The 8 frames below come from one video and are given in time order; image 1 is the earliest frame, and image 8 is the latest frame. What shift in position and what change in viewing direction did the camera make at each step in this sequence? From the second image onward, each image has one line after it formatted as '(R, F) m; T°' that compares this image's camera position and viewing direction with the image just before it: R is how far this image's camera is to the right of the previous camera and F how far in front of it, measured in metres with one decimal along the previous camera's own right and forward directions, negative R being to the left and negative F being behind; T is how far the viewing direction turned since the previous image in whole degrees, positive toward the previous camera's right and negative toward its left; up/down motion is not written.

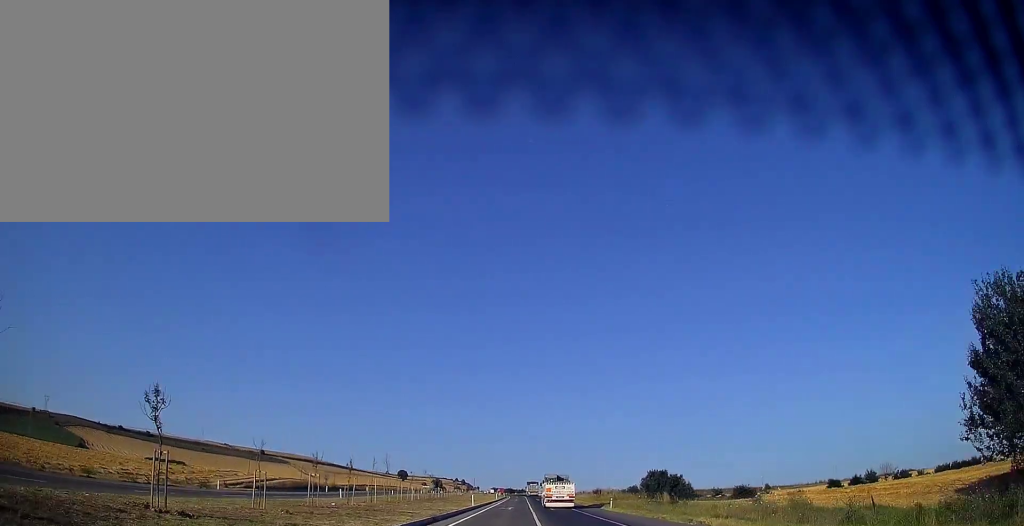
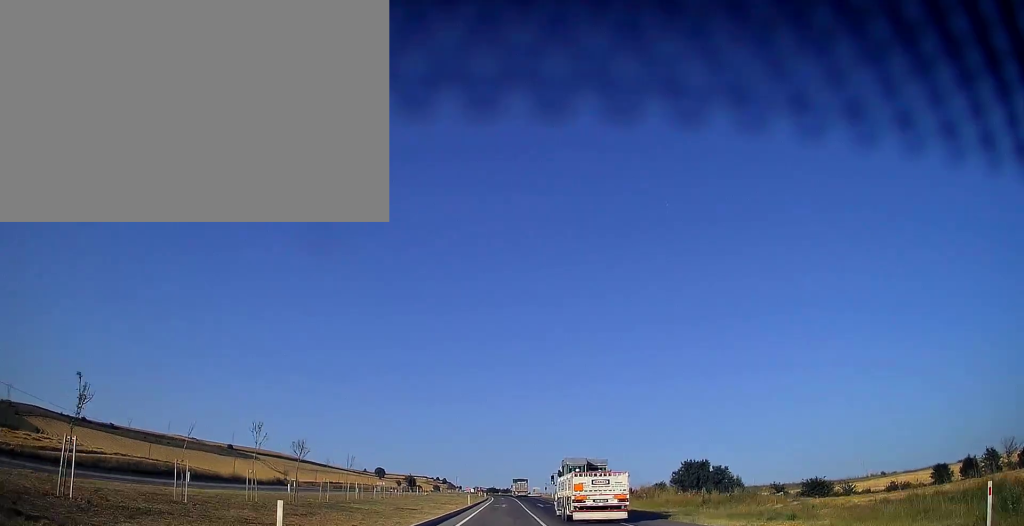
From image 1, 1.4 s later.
(+0.7, +42.1) m; +1°
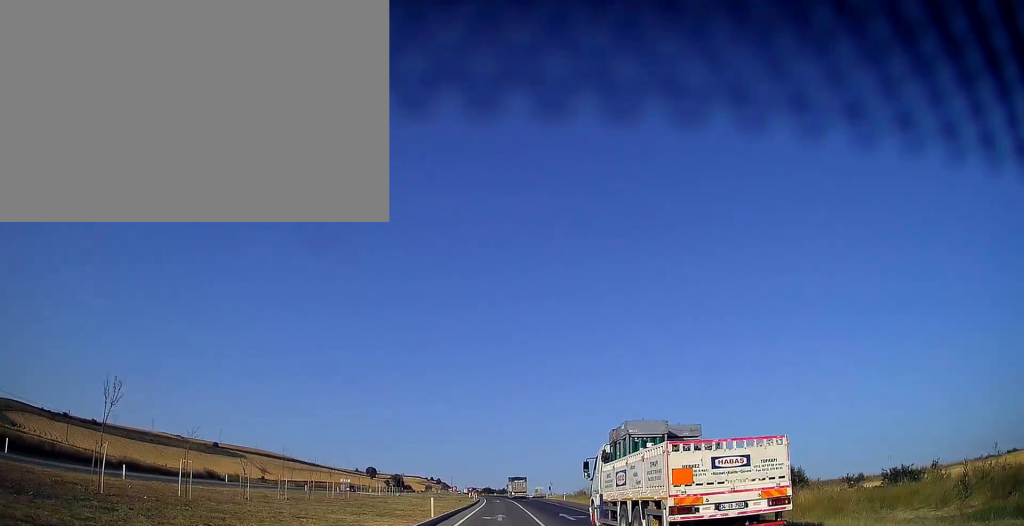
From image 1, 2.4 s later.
(+0.1, +27.4) m; 0°
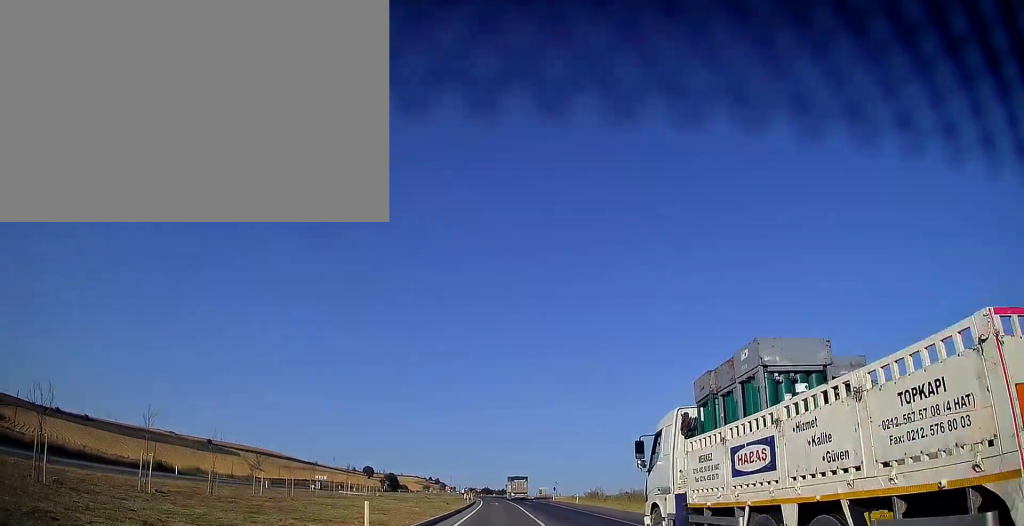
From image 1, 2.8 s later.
(+0.1, +13.7) m; 0°
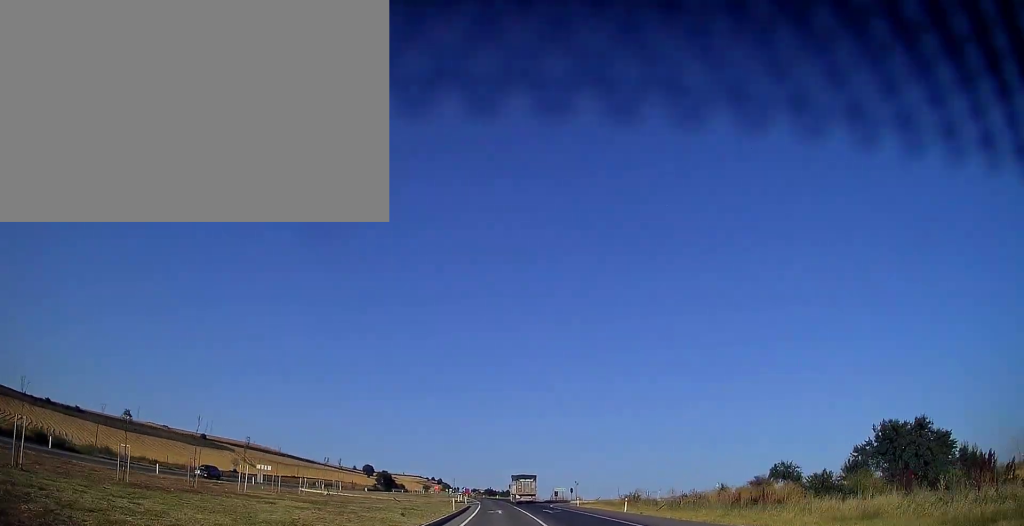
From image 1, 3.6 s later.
(-0.1, +23.5) m; 0°
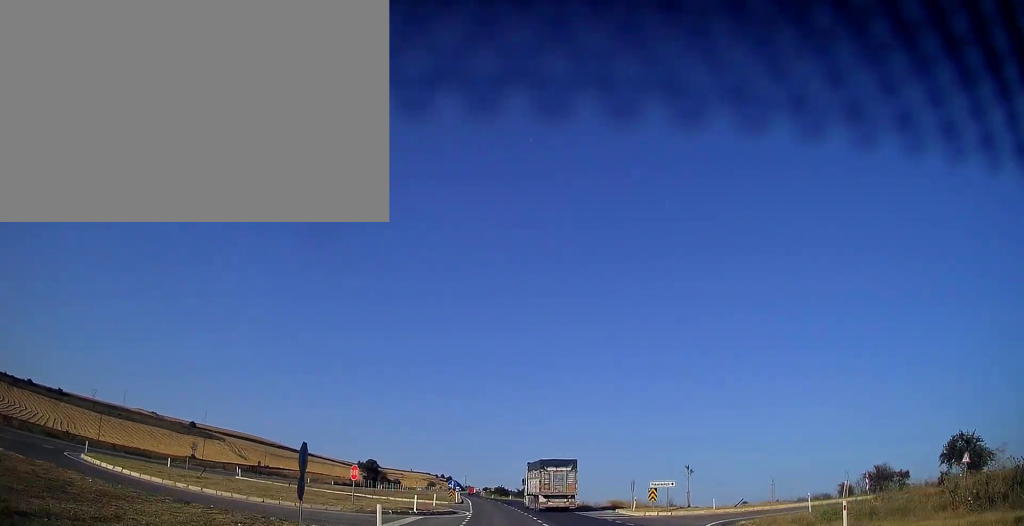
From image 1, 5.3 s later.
(-0.5, +48.9) m; -1°
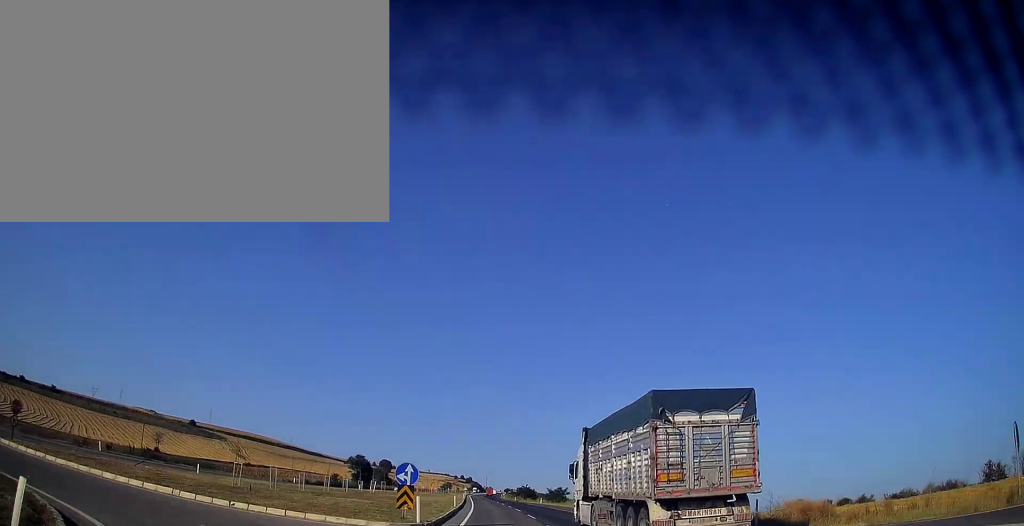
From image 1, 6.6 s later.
(-0.5, +38.1) m; -2°
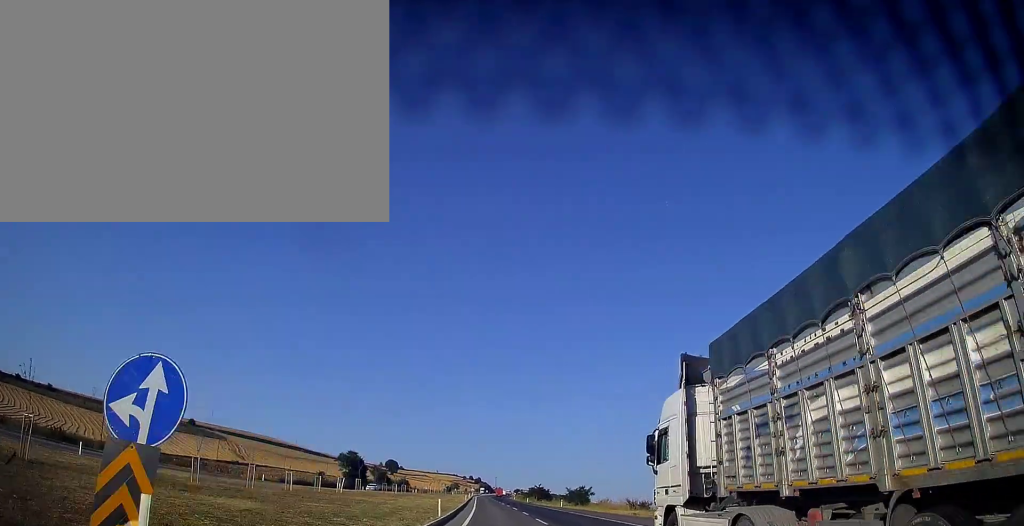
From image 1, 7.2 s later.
(-0.1, +18.6) m; -1°
